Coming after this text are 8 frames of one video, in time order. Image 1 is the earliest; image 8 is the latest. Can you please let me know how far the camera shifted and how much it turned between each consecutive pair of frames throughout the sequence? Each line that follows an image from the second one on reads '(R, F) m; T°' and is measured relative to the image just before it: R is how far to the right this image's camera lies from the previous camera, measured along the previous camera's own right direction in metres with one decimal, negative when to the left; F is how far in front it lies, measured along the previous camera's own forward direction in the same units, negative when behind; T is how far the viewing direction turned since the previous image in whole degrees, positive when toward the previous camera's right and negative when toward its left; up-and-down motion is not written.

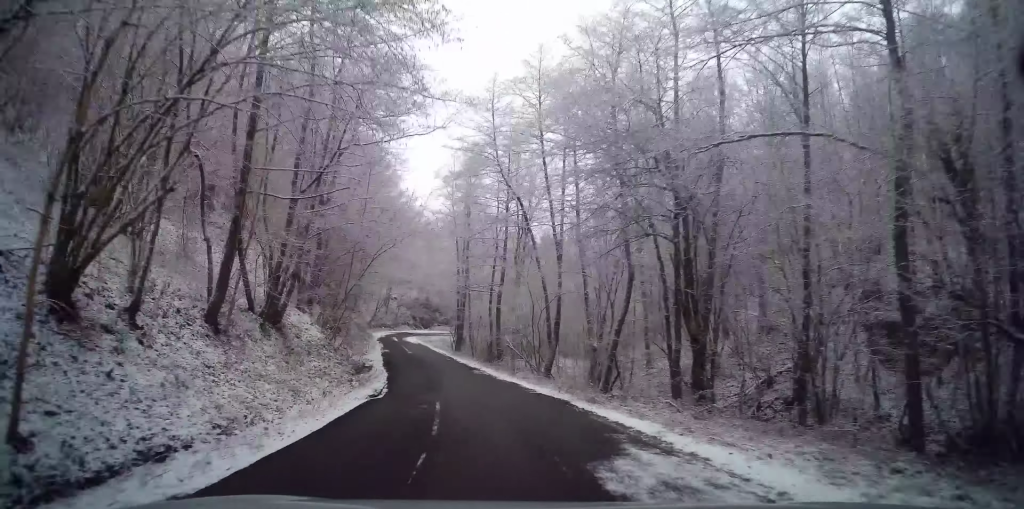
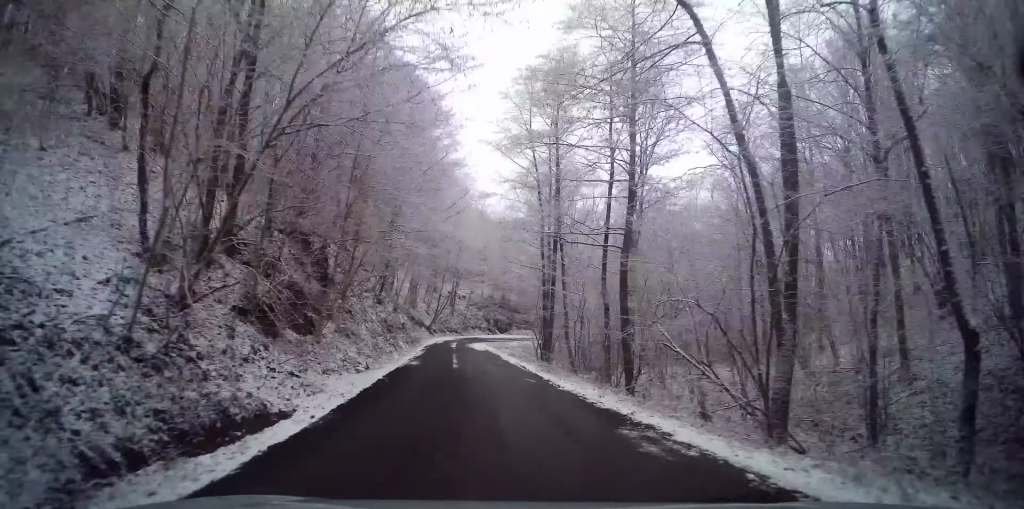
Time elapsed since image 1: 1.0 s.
(-1.0, +19.1) m; -7°
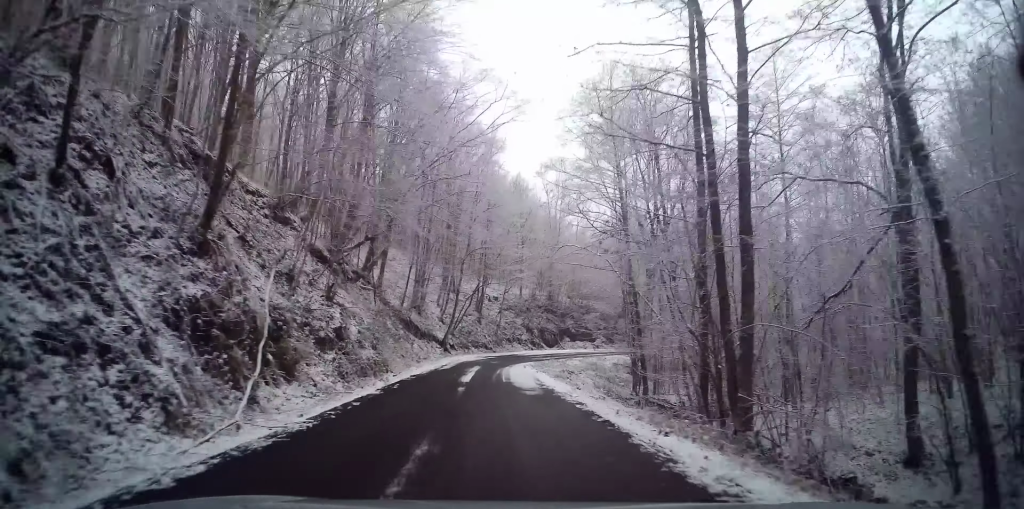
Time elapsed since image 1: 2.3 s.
(-1.8, +23.0) m; -6°
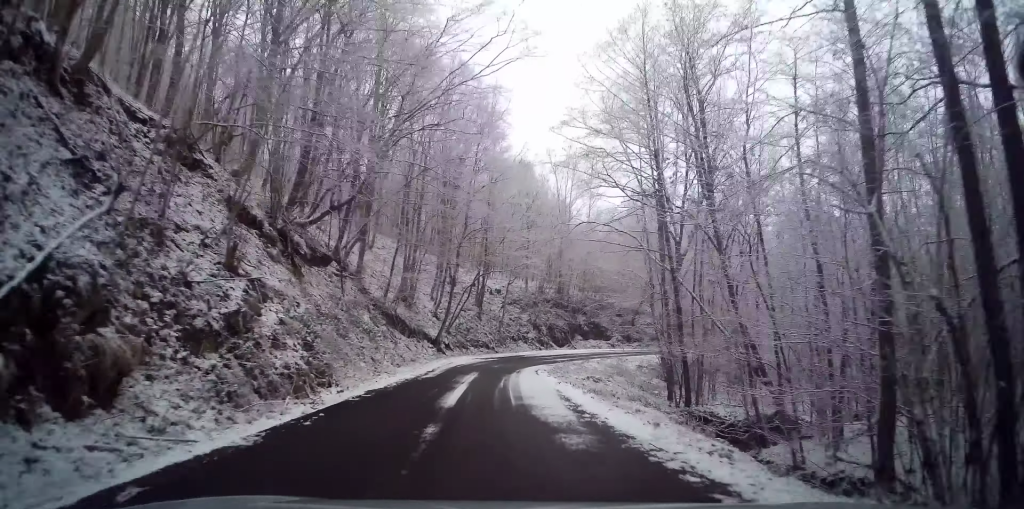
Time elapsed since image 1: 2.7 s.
(0.0, +7.0) m; 0°
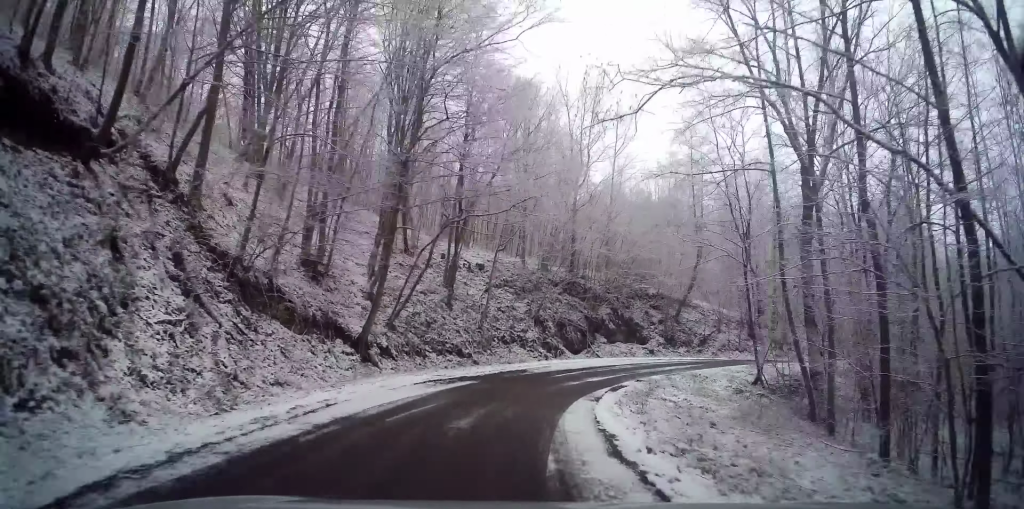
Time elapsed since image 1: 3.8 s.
(+0.1, +18.8) m; +2°
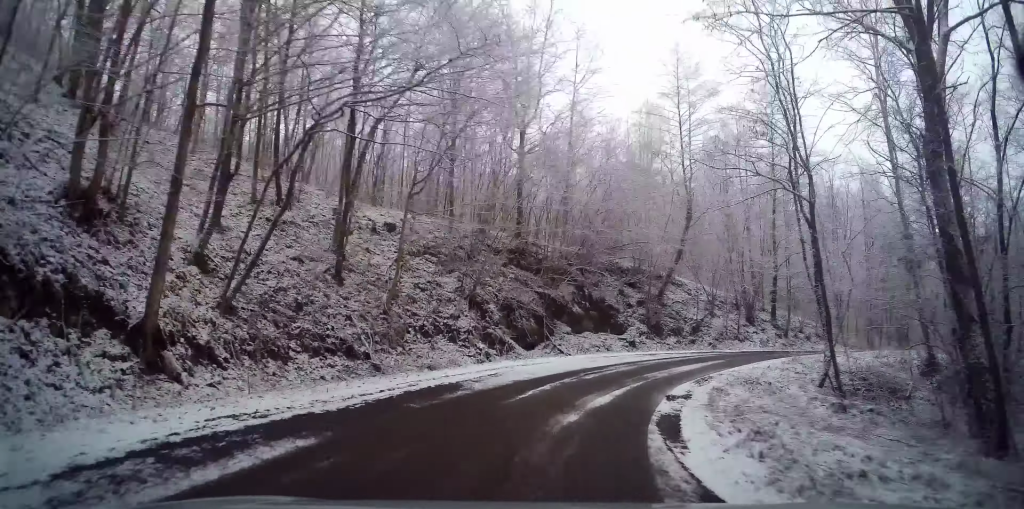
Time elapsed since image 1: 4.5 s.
(0.0, +10.8) m; +4°
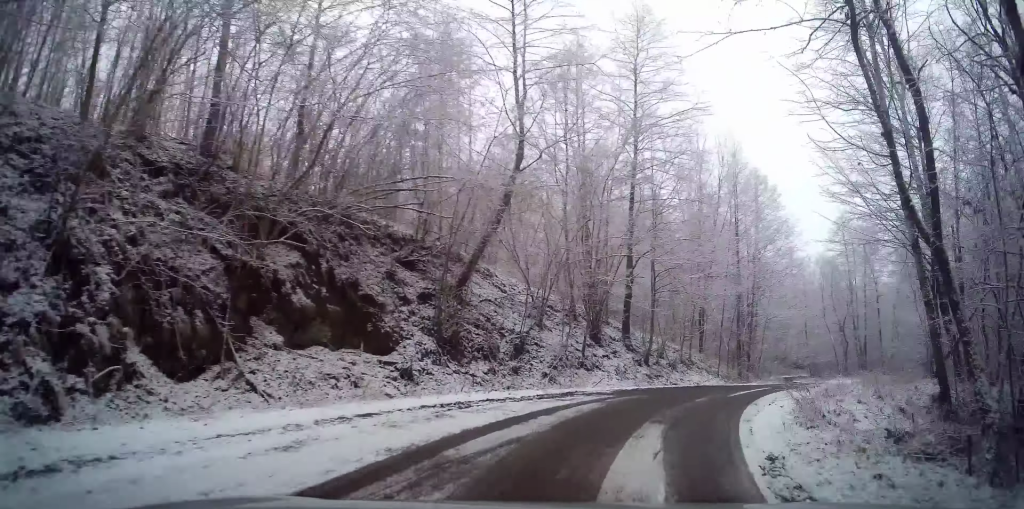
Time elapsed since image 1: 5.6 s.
(+1.6, +14.8) m; +19°
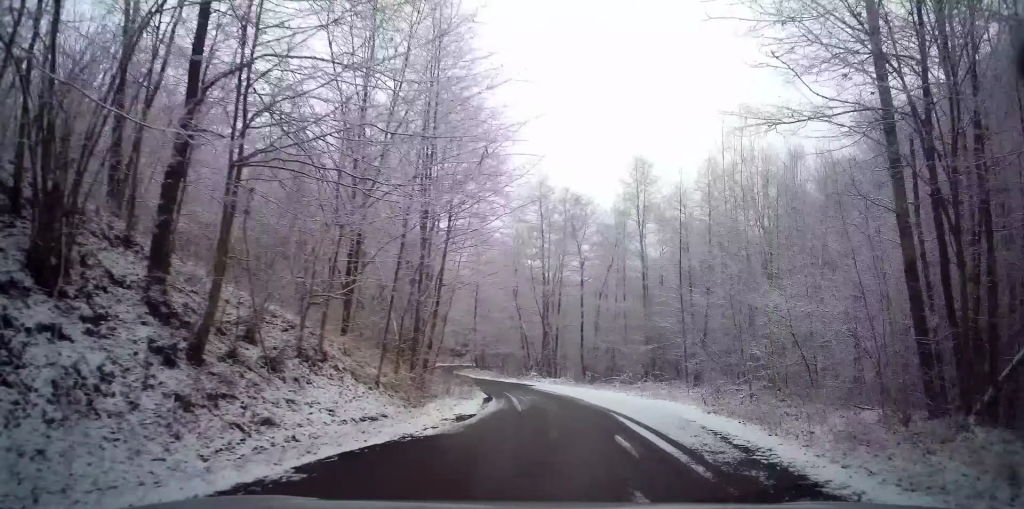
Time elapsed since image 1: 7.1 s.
(+5.9, +16.4) m; +34°
